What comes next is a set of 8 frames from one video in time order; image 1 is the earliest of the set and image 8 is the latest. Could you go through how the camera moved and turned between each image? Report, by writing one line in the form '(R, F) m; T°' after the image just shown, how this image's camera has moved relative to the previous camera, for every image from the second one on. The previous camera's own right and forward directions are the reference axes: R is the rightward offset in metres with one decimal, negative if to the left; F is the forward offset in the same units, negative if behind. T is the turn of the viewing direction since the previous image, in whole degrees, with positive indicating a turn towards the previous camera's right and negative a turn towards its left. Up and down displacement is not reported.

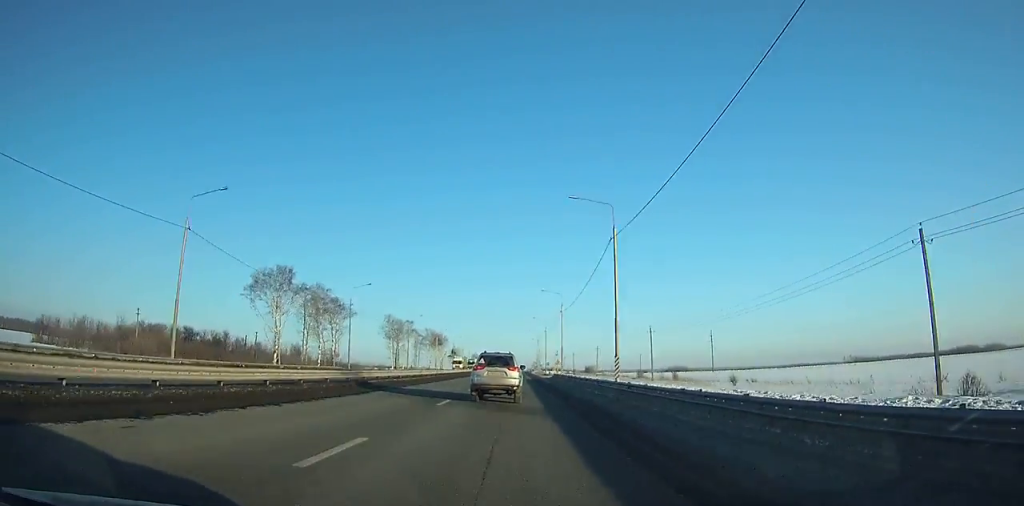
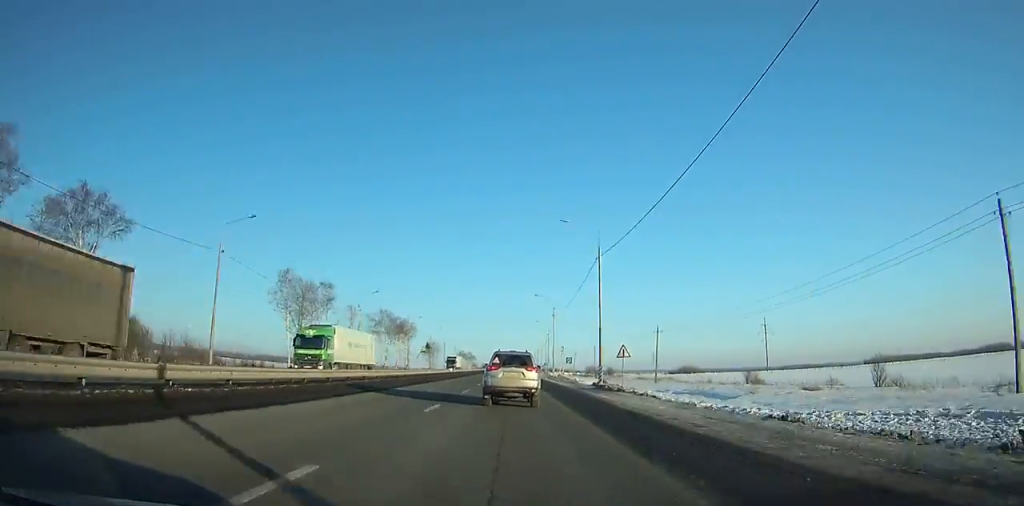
(-0.3, +74.5) m; 0°
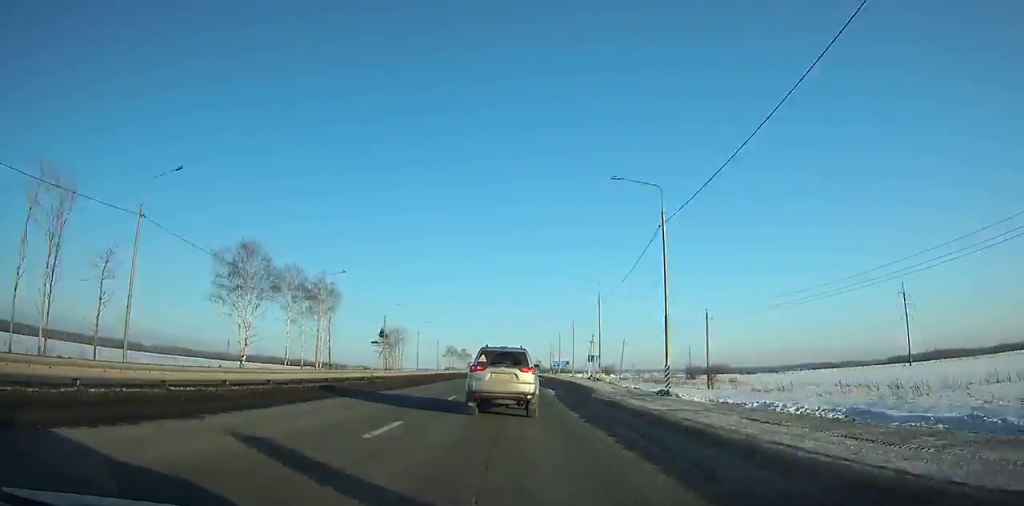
(-0.2, +89.6) m; 0°
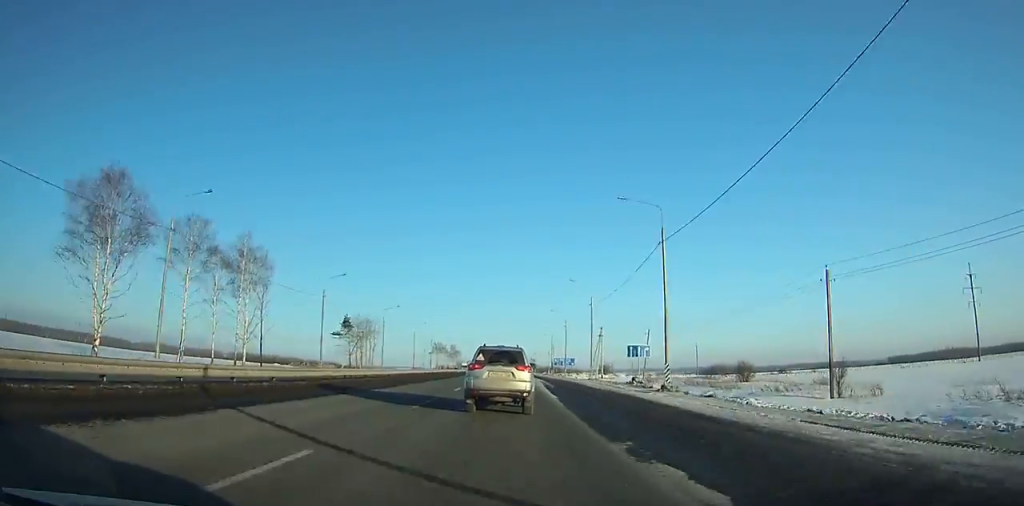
(0.0, +29.5) m; 0°
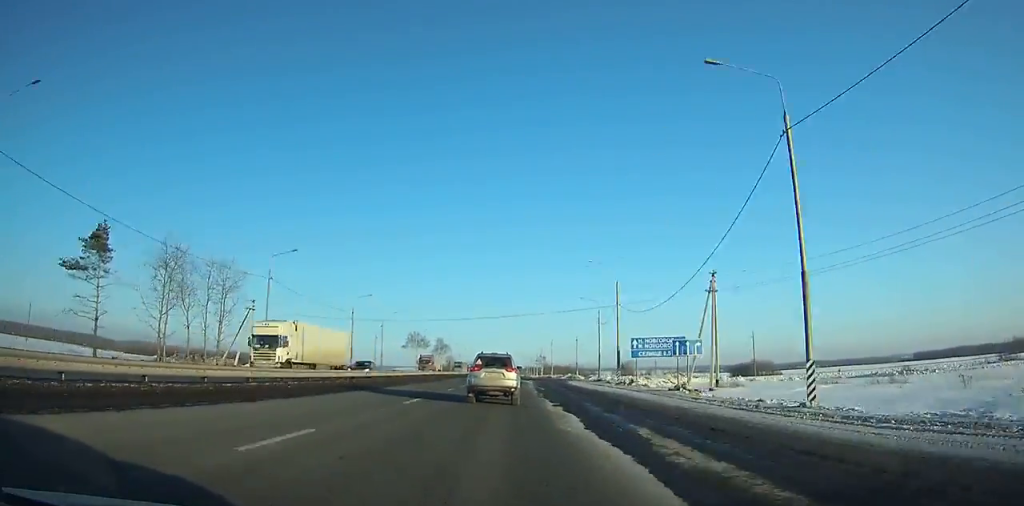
(-0.2, +84.0) m; -1°
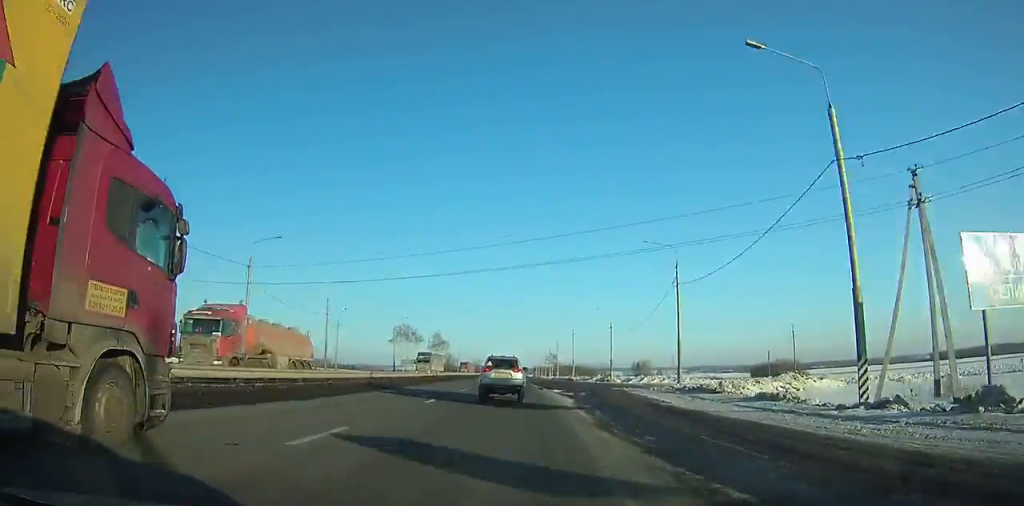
(-0.1, +35.8) m; 0°
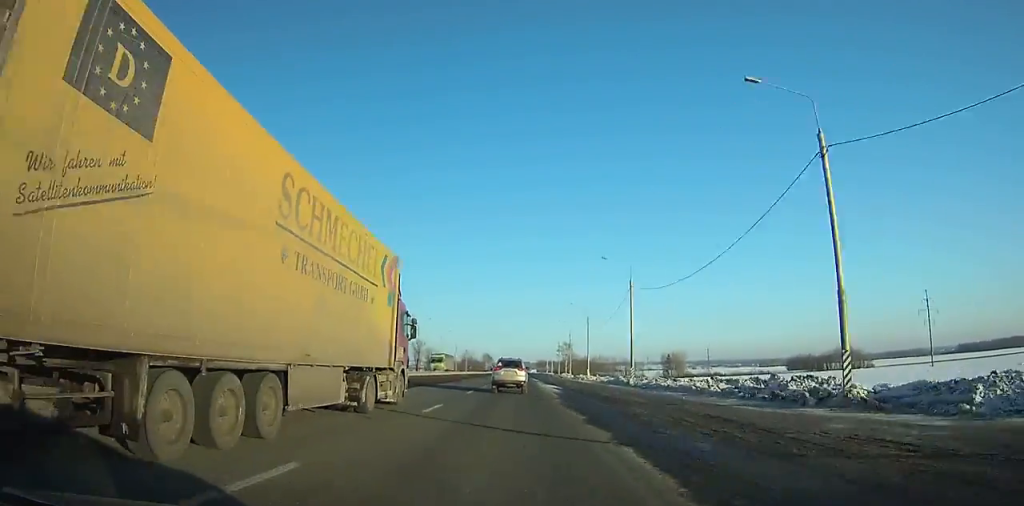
(-0.1, +90.2) m; +1°
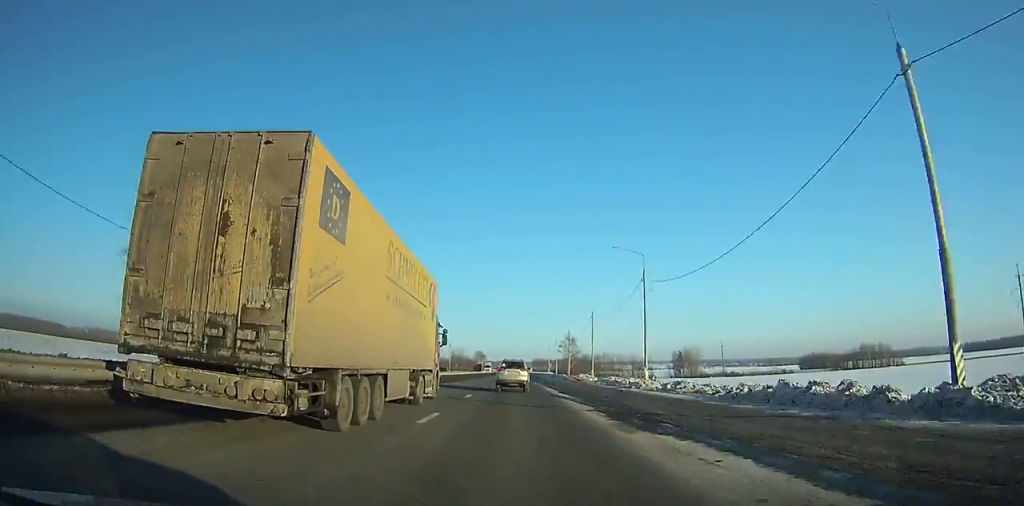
(+0.2, +39.5) m; +1°
